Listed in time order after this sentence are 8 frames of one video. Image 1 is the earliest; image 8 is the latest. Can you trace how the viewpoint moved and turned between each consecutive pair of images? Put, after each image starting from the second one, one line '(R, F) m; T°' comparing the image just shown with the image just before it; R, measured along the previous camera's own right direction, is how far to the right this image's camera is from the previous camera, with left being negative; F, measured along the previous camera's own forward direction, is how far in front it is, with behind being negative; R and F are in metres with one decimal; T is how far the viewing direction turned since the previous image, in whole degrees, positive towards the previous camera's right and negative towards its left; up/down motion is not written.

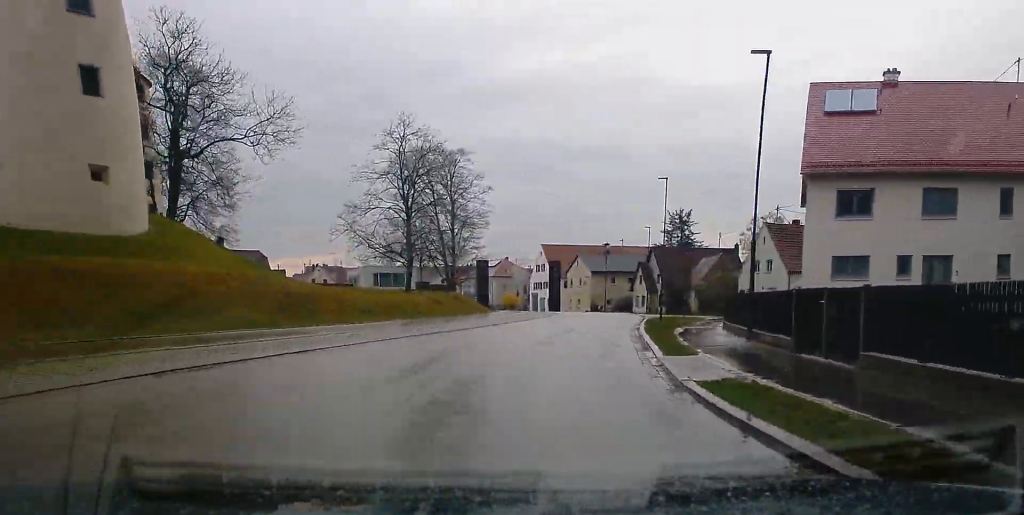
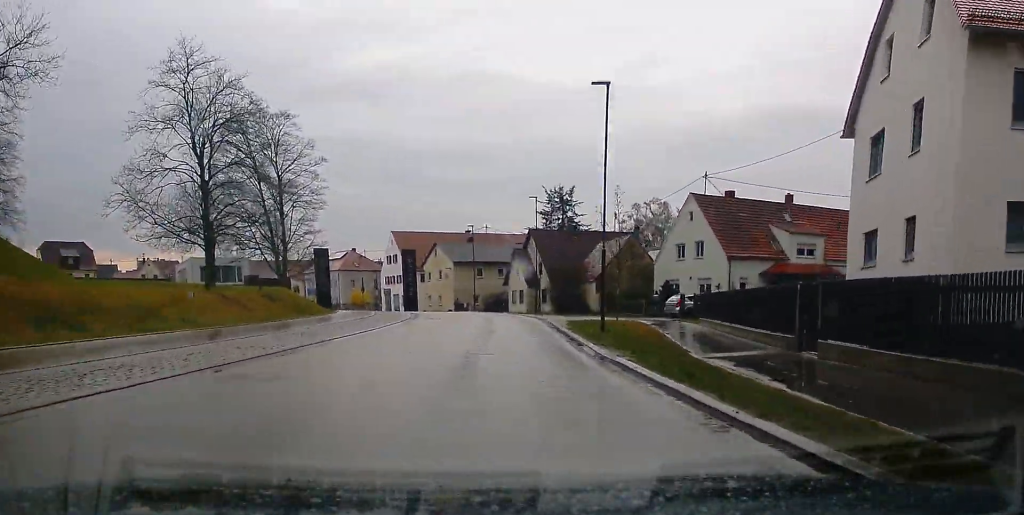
(+1.0, +18.7) m; +5°
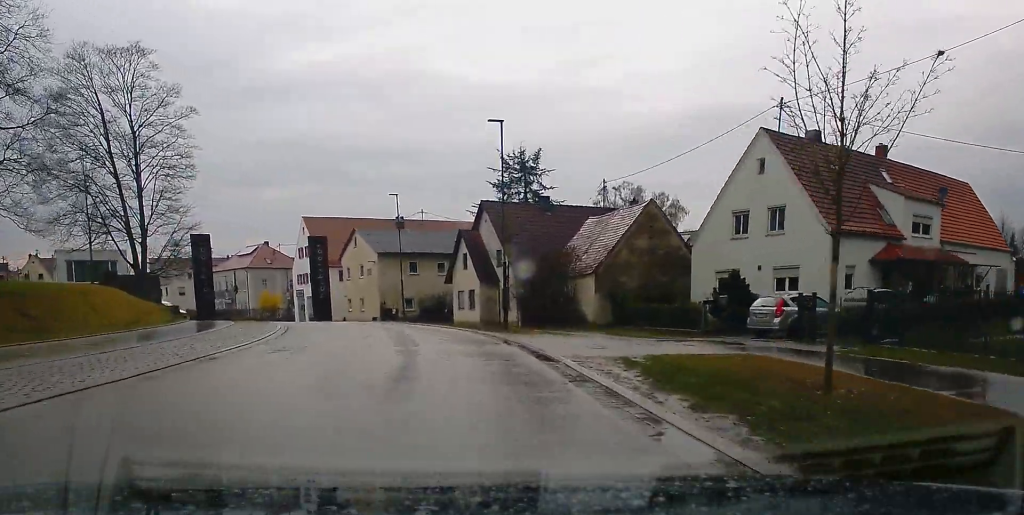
(+1.5, +23.6) m; +1°
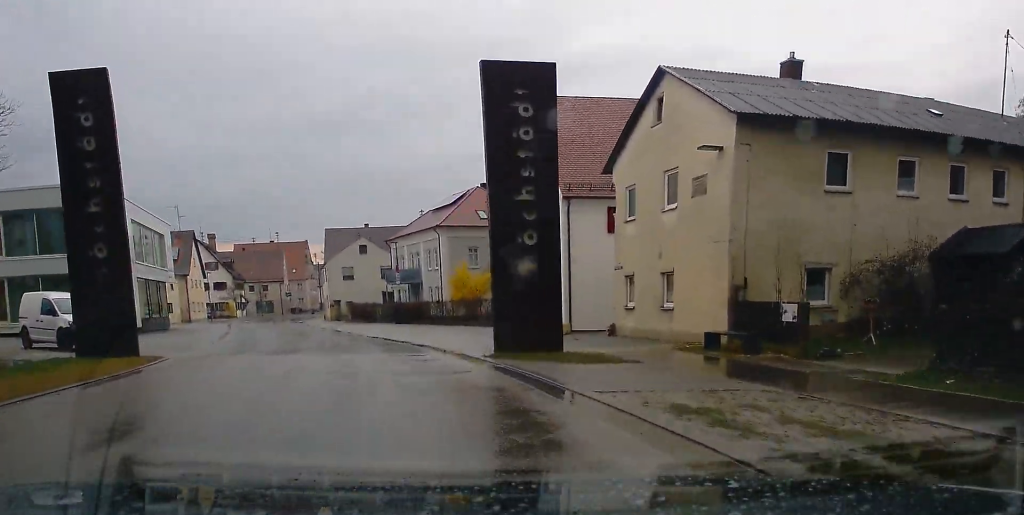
(-7.2, +47.5) m; -21°
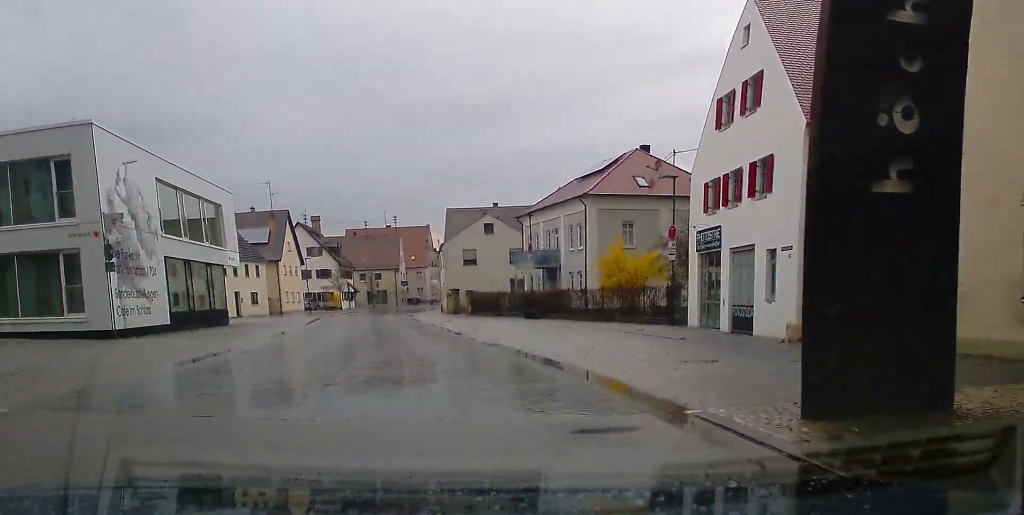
(-1.1, +13.1) m; -5°
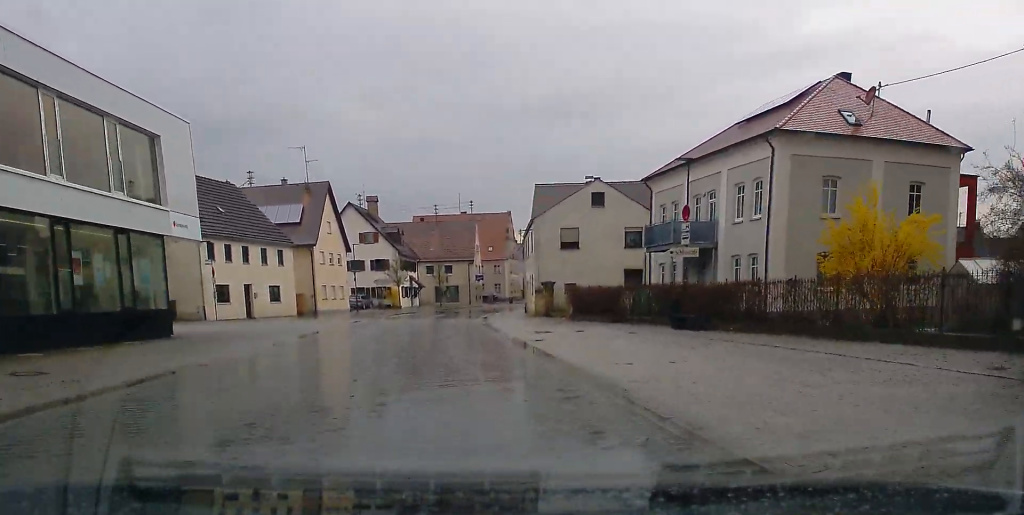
(-1.6, +20.1) m; -5°
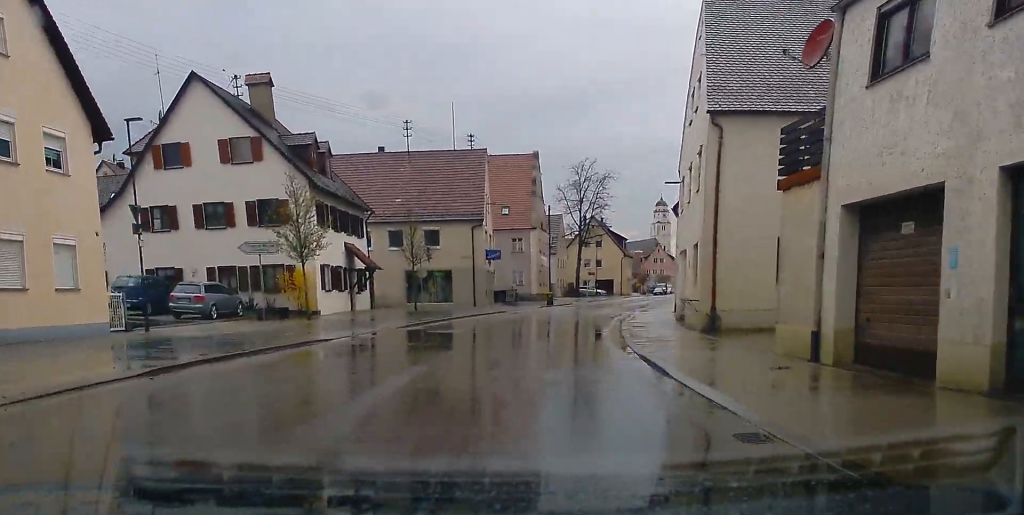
(+0.2, +51.1) m; +6°
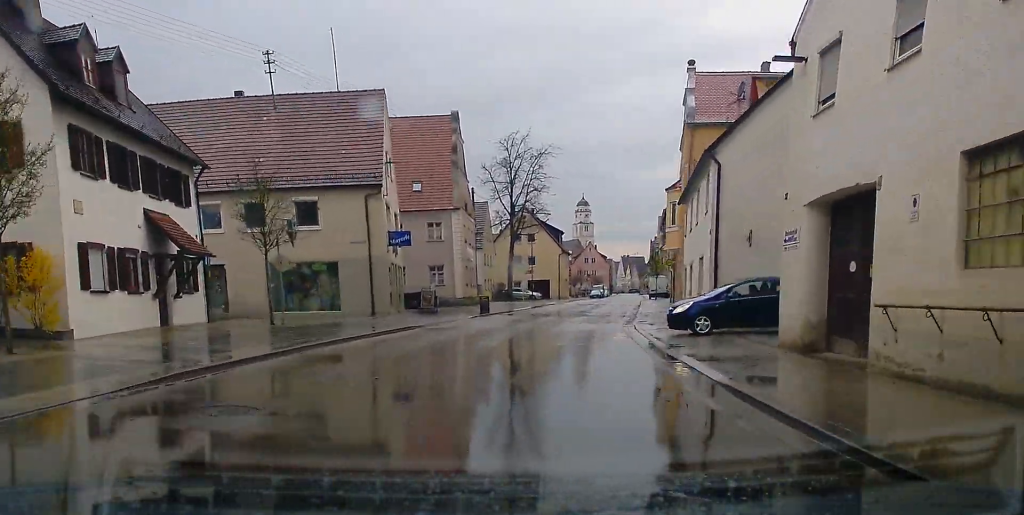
(+1.3, +17.1) m; +5°
